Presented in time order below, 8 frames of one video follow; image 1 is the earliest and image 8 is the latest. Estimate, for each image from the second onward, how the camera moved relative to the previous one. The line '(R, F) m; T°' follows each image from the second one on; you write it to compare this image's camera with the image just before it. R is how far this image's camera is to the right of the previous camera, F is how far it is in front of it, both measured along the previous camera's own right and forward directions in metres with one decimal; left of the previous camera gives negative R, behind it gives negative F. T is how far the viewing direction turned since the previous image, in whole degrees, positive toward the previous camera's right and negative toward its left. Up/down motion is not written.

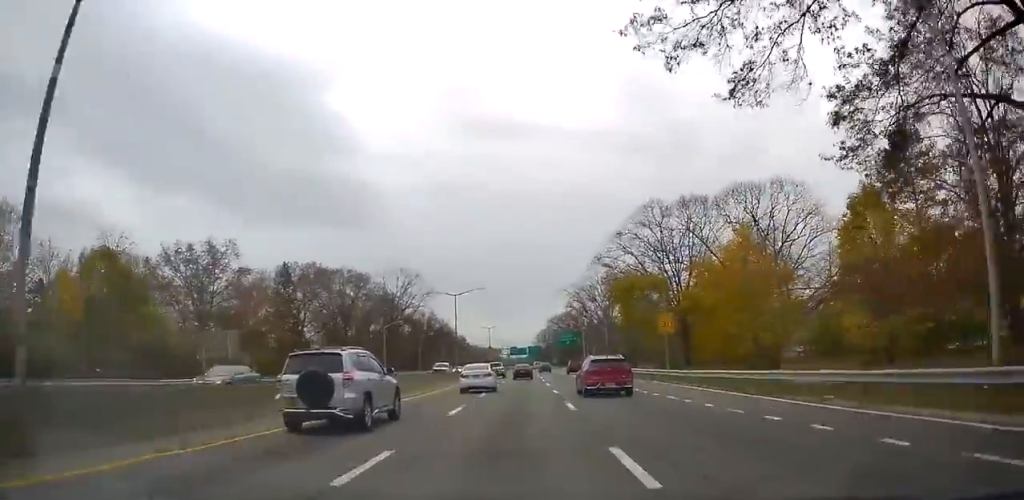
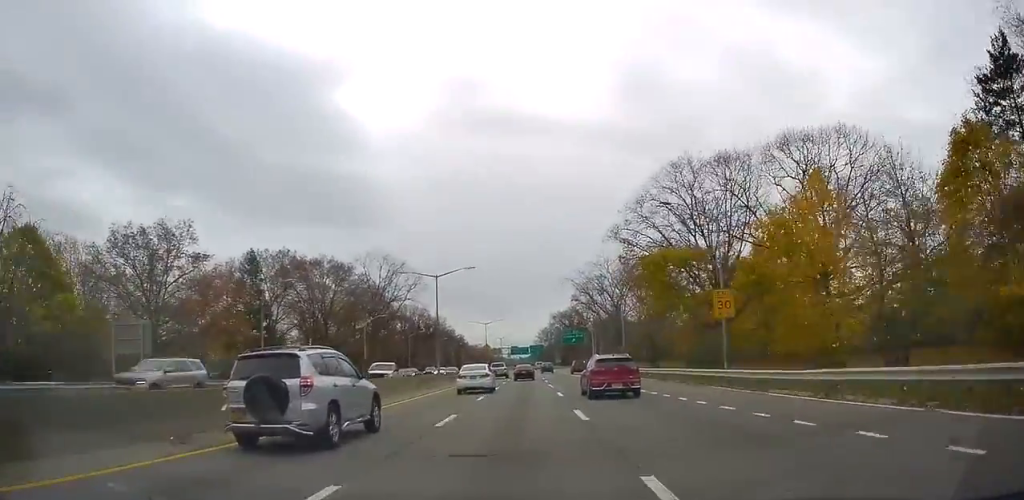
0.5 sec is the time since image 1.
(+0.2, +12.6) m; 0°
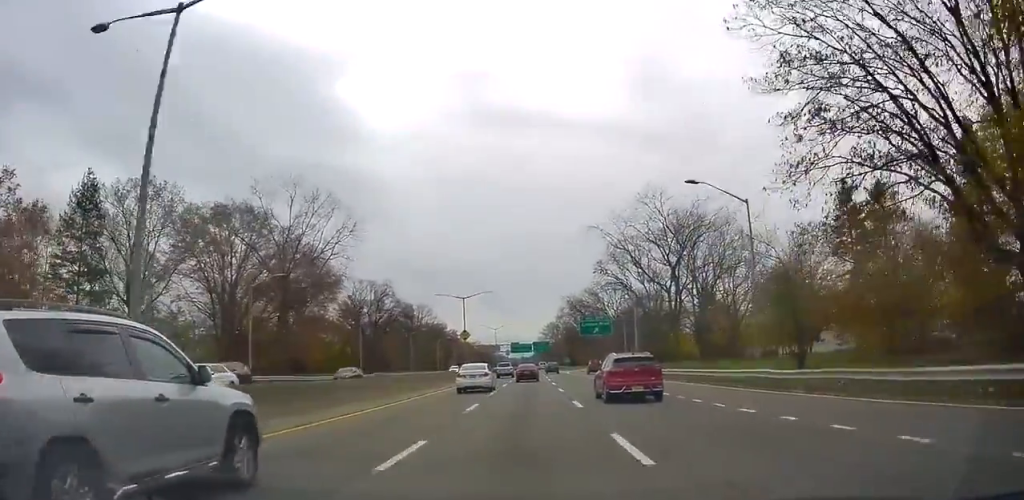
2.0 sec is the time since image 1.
(-0.6, +36.9) m; -1°
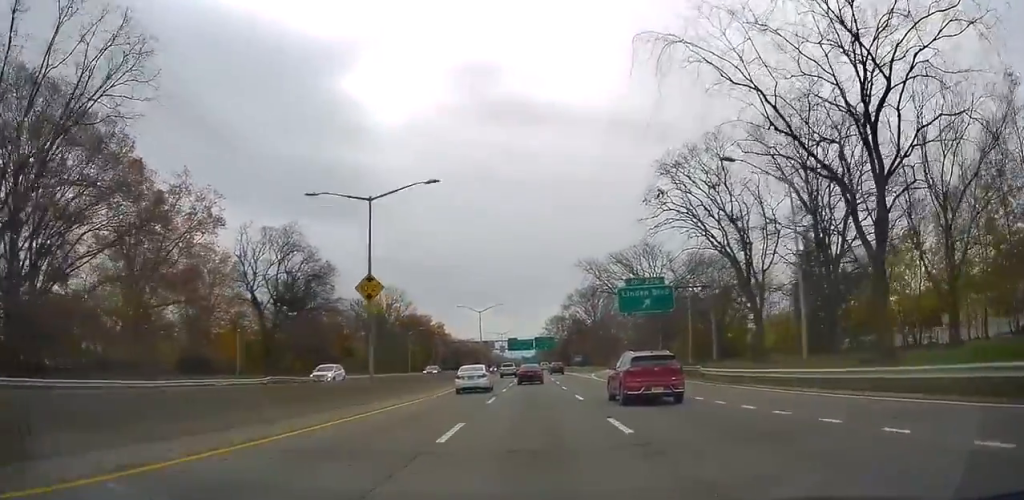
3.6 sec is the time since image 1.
(-0.6, +37.4) m; -1°
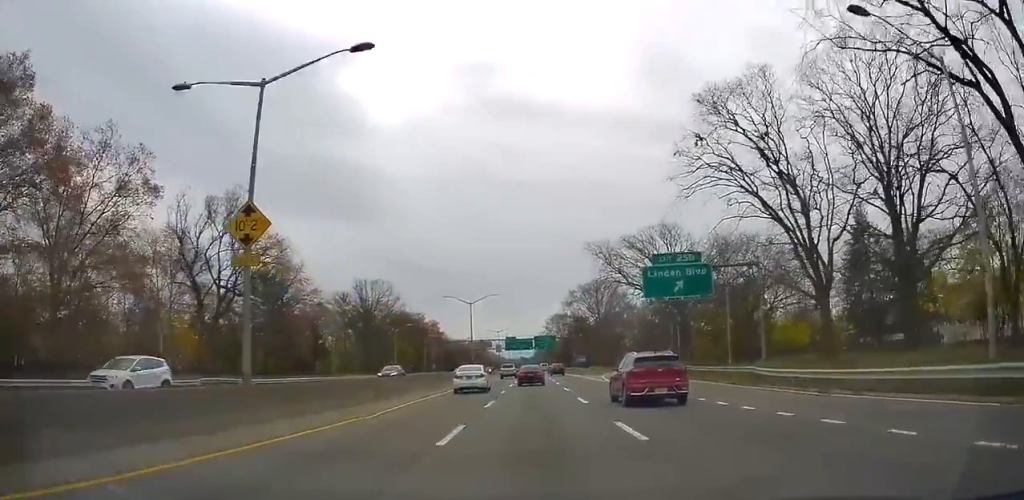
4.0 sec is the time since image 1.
(+0.2, +11.2) m; +1°
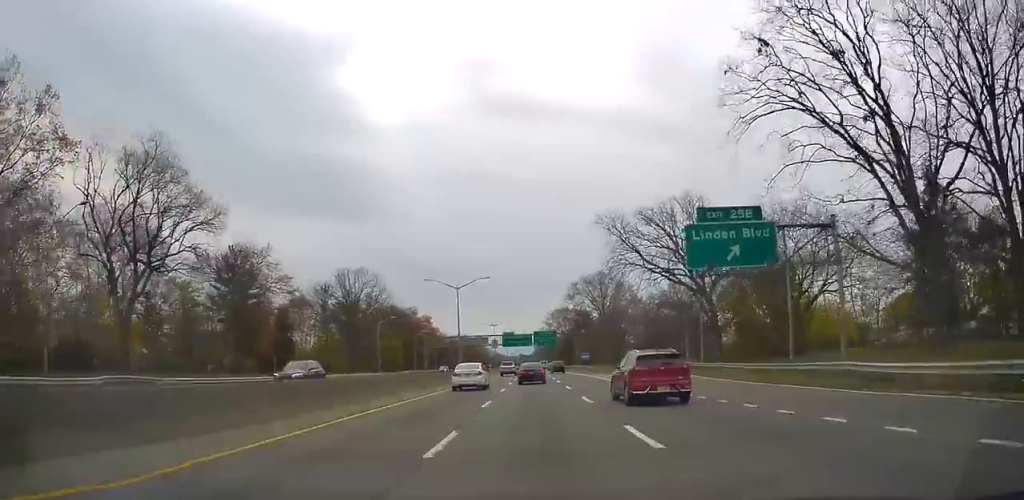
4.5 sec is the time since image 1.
(0.0, +11.2) m; +1°
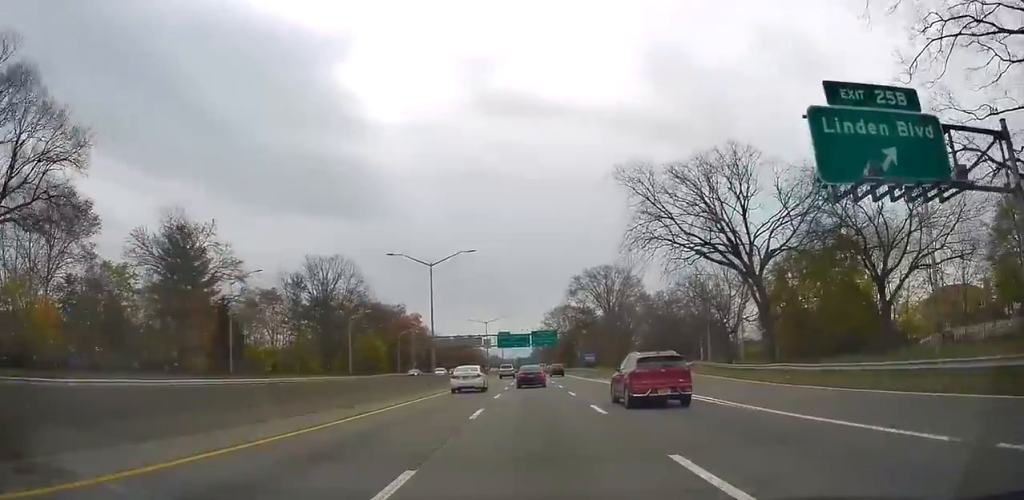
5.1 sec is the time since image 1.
(+0.2, +13.9) m; 0°
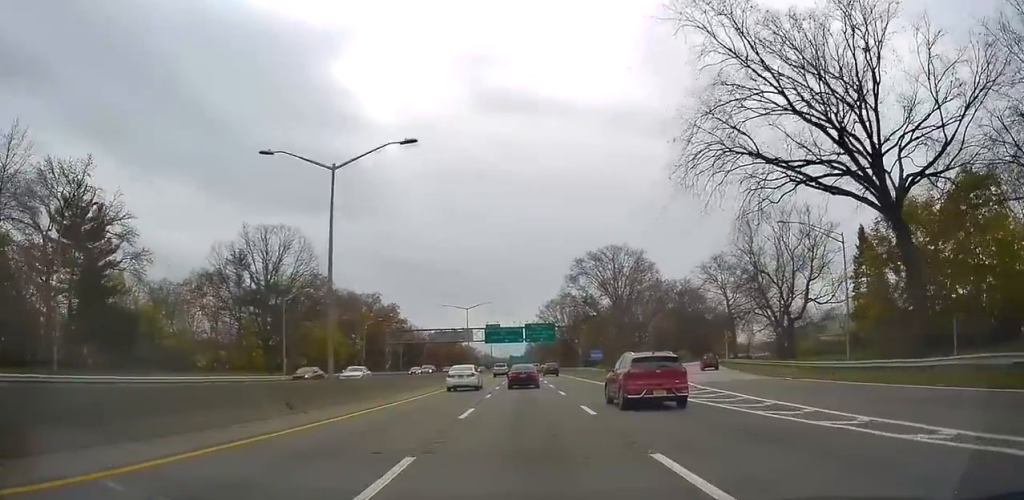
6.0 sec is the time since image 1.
(-0.1, +20.3) m; -1°
